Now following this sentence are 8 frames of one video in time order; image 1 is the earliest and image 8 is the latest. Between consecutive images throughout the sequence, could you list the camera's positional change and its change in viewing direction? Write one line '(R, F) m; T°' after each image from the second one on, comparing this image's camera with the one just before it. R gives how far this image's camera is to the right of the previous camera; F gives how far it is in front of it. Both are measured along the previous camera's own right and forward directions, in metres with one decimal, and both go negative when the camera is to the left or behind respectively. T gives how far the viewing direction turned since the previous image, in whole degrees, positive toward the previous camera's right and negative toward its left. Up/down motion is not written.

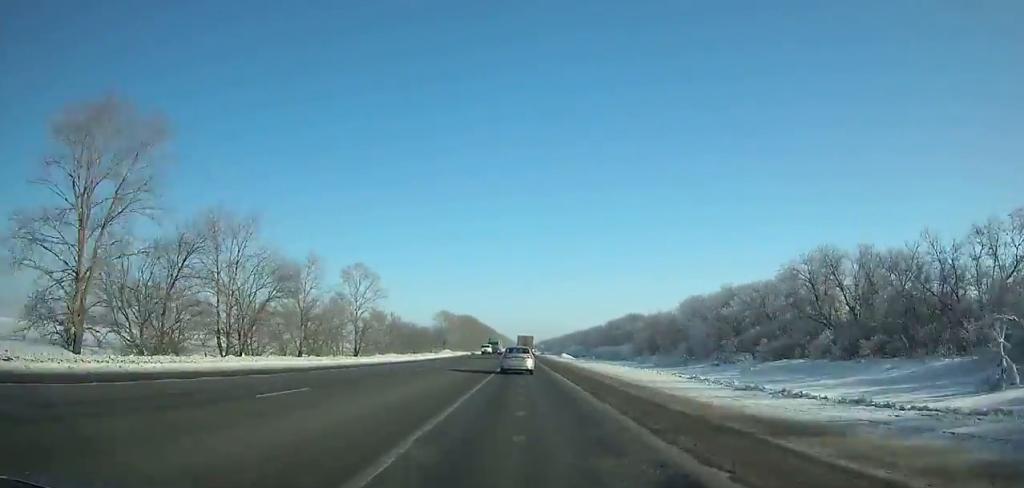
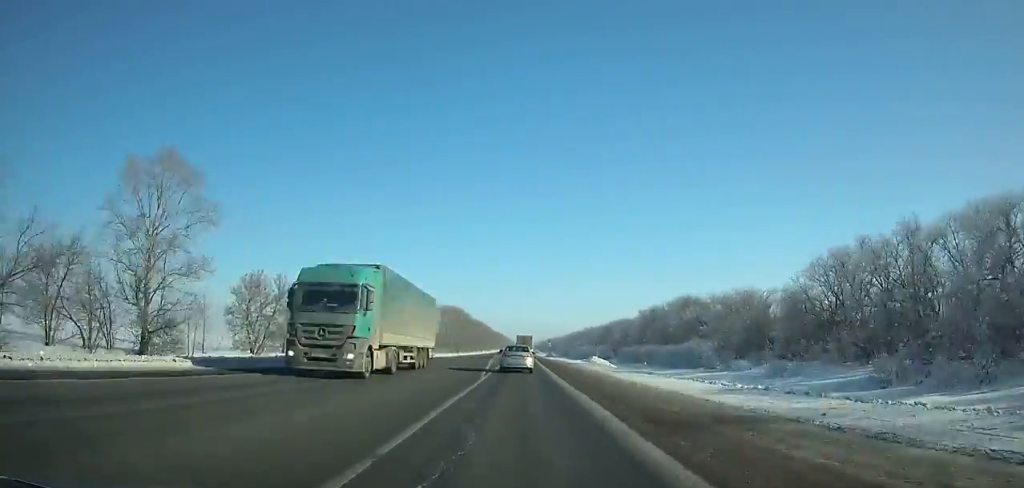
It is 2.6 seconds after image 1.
(+0.2, +57.3) m; 0°
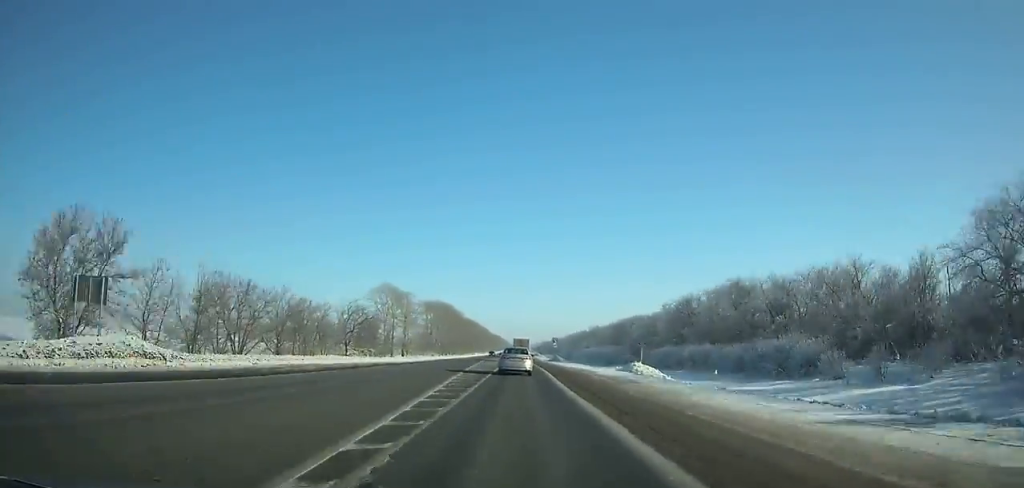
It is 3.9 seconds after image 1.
(+0.1, +28.7) m; 0°
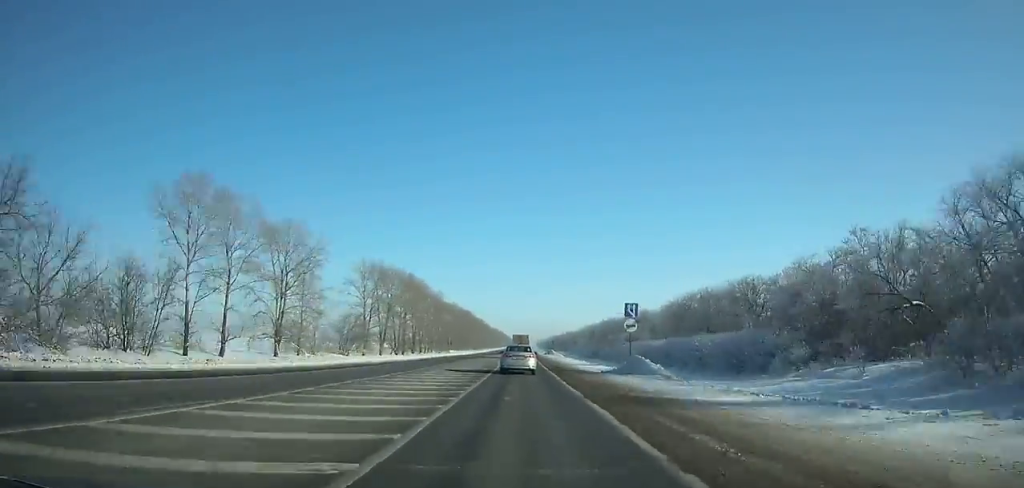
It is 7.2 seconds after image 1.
(-0.1, +74.2) m; 0°
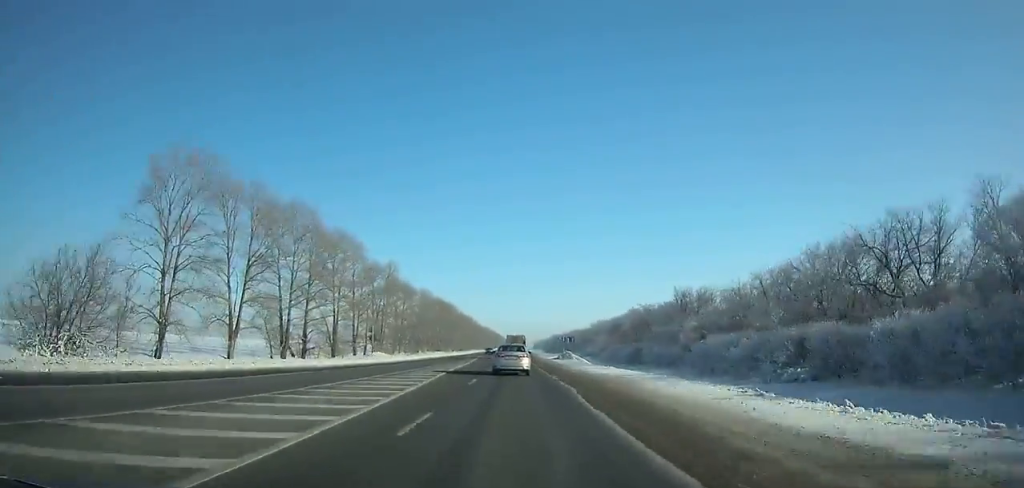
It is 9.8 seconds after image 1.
(0.0, +59.2) m; 0°
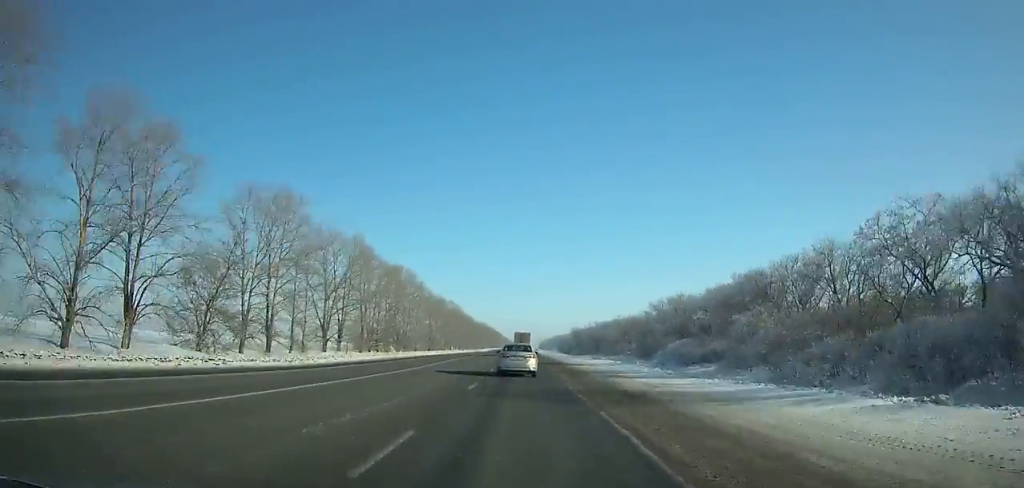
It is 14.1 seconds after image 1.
(-0.2, +99.1) m; 0°
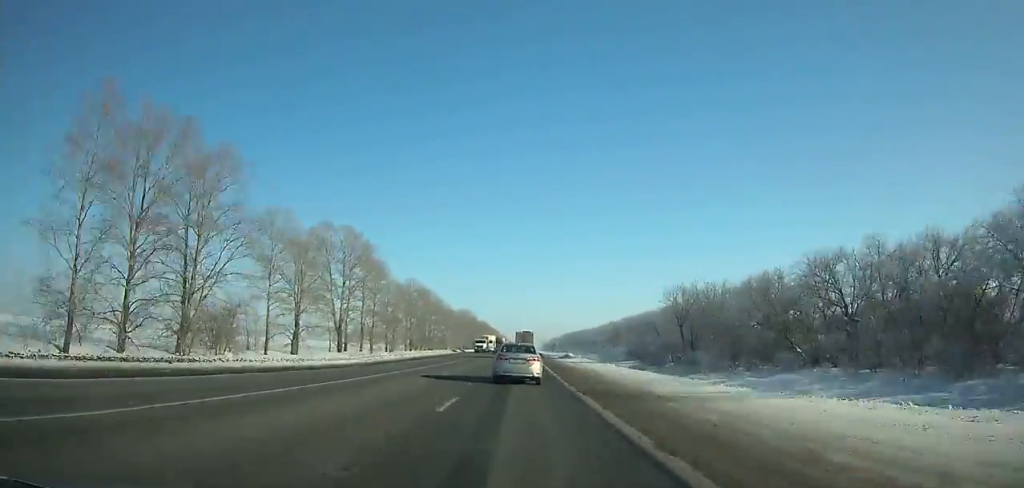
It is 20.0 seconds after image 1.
(+0.2, +136.8) m; 0°
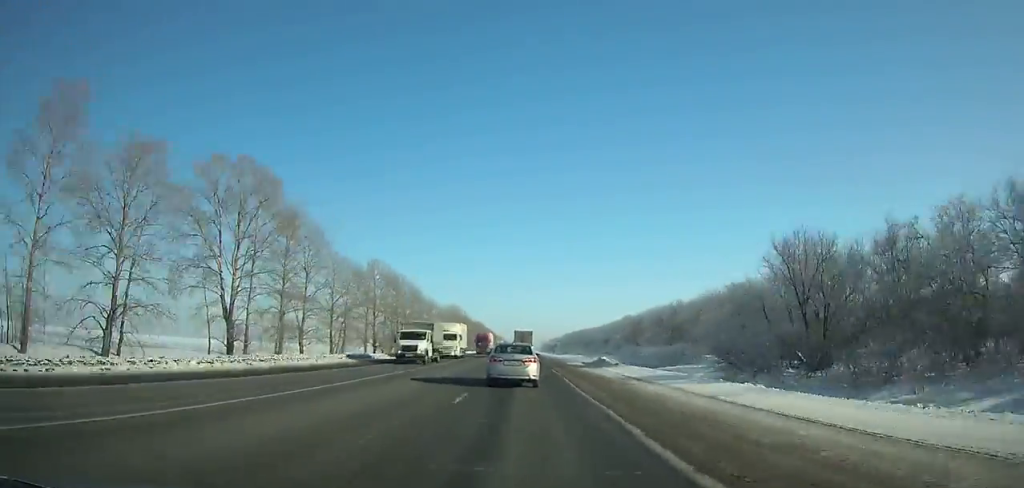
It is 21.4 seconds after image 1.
(0.0, +32.4) m; 0°
